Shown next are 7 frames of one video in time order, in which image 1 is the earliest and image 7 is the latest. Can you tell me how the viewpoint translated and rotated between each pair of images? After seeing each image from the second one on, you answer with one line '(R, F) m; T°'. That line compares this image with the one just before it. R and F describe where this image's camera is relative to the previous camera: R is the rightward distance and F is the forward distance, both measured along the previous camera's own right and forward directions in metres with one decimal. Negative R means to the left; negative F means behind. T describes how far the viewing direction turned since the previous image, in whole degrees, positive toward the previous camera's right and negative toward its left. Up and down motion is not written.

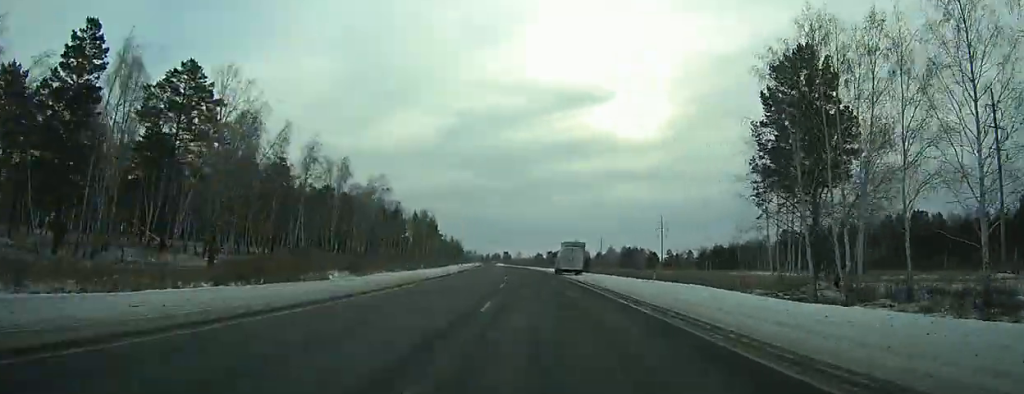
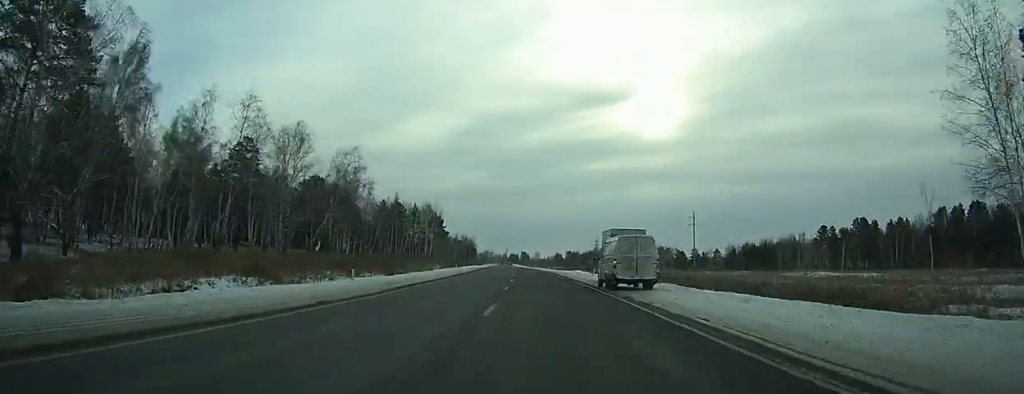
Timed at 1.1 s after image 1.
(-0.2, +24.8) m; -1°
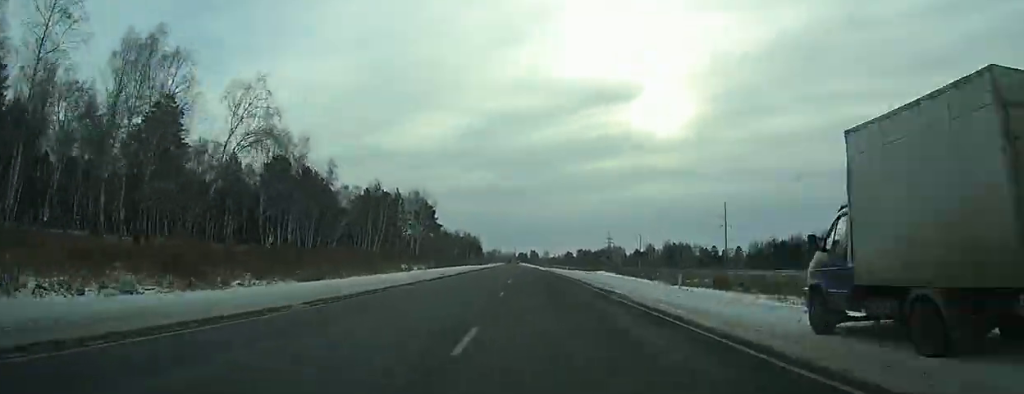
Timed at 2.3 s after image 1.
(-0.4, +29.2) m; -1°
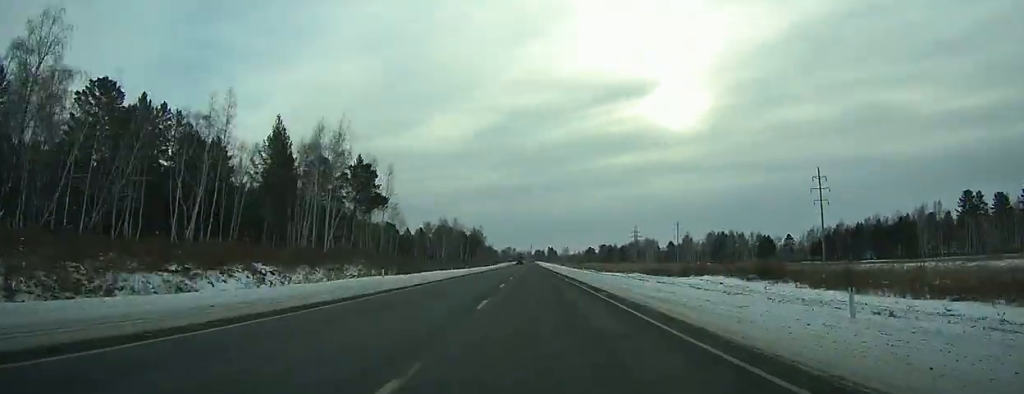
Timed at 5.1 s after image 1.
(-1.1, +61.9) m; -2°
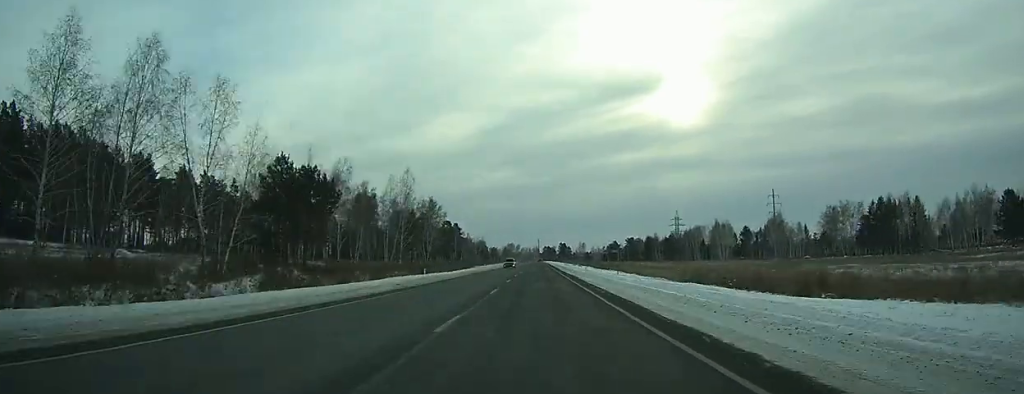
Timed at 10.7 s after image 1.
(-2.3, +135.5) m; -1°
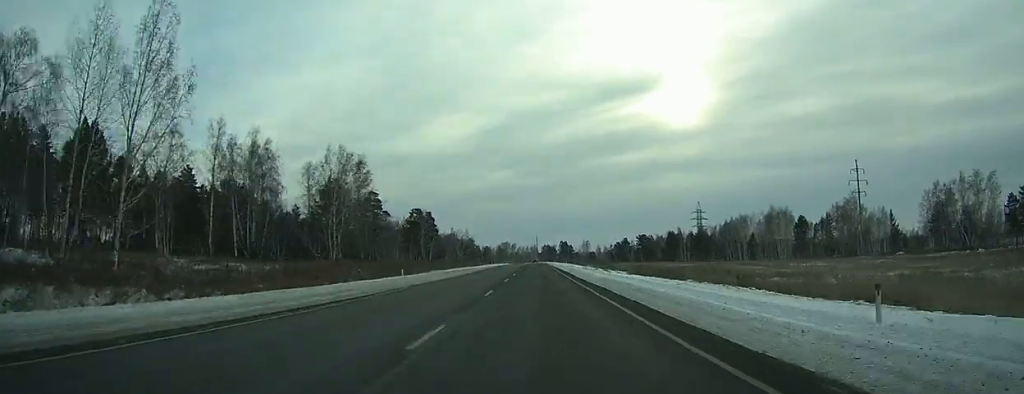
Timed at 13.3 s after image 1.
(+0.2, +62.8) m; 0°
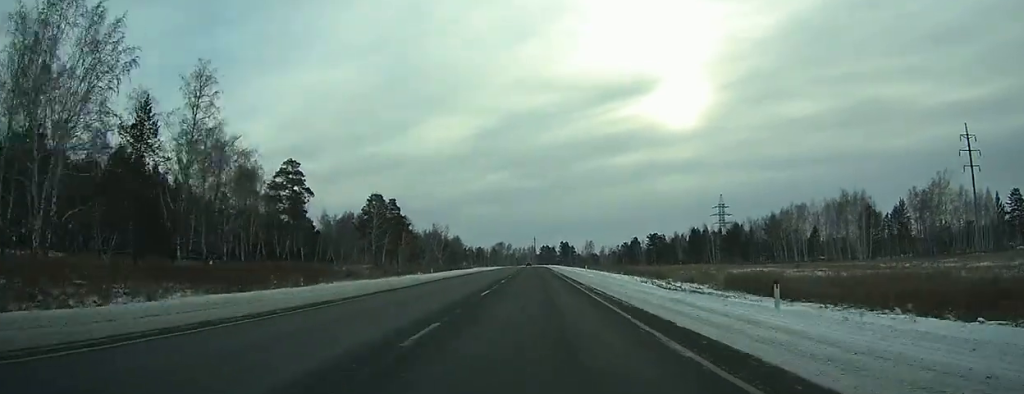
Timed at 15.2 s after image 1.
(0.0, +48.9) m; 0°
